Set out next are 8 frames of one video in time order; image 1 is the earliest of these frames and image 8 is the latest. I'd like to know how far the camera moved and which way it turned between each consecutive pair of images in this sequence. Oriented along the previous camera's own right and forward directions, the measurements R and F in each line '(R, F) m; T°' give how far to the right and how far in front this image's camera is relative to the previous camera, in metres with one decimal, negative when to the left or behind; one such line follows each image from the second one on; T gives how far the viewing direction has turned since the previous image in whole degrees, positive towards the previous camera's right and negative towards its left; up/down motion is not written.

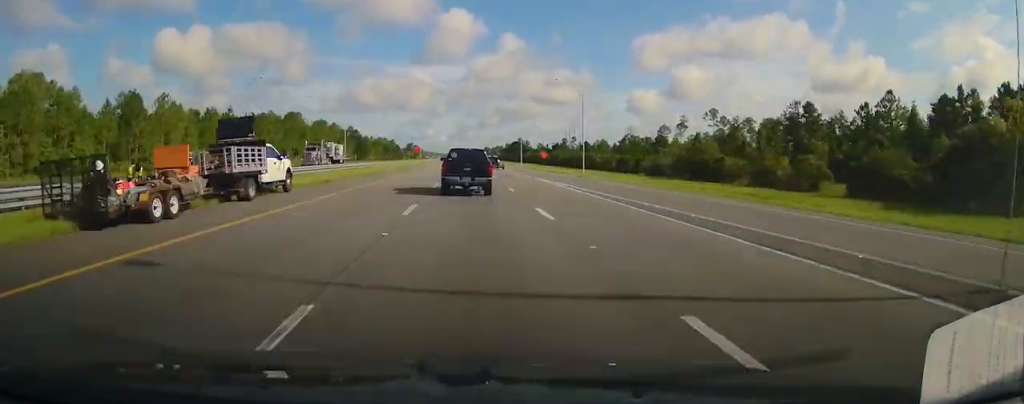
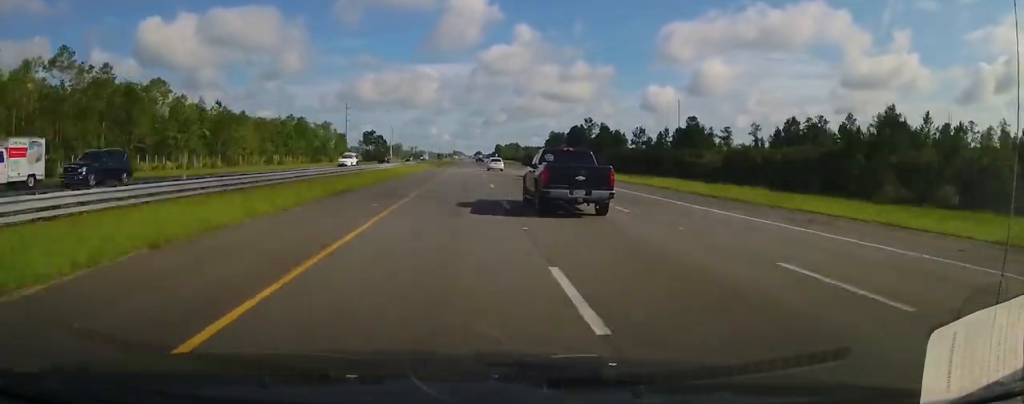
(+0.6, +190.8) m; 0°
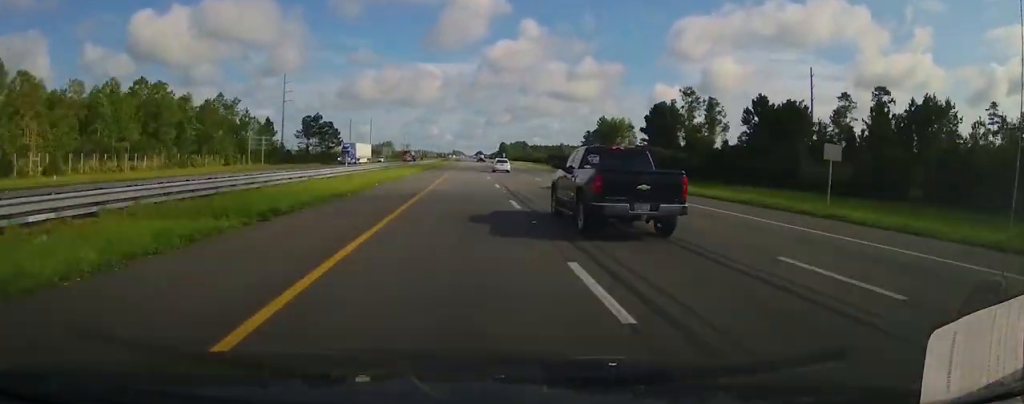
(+0.1, +87.0) m; 0°
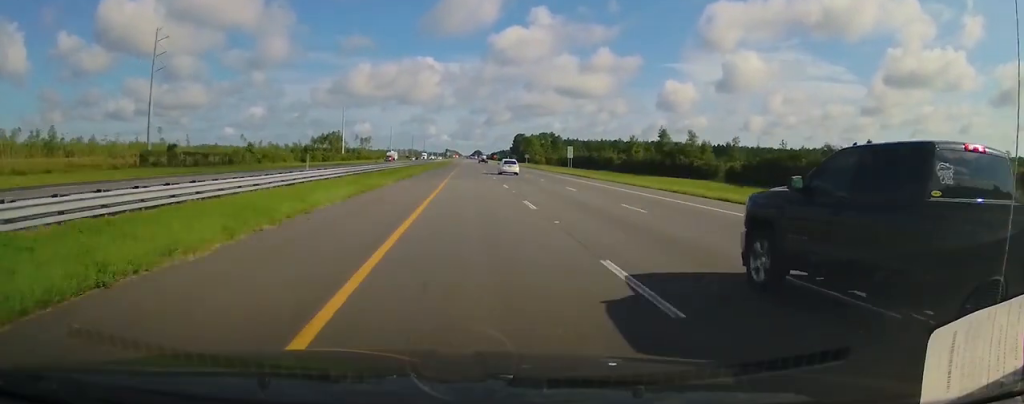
(+0.5, +243.8) m; 0°
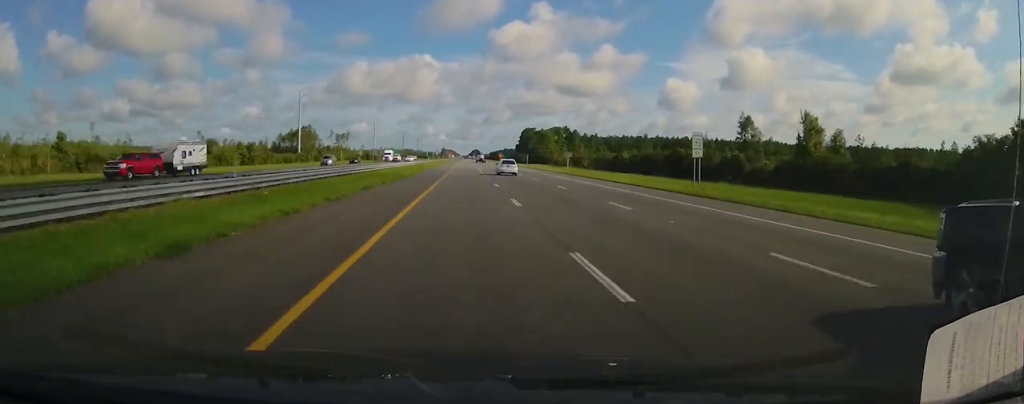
(0.0, +70.7) m; 0°
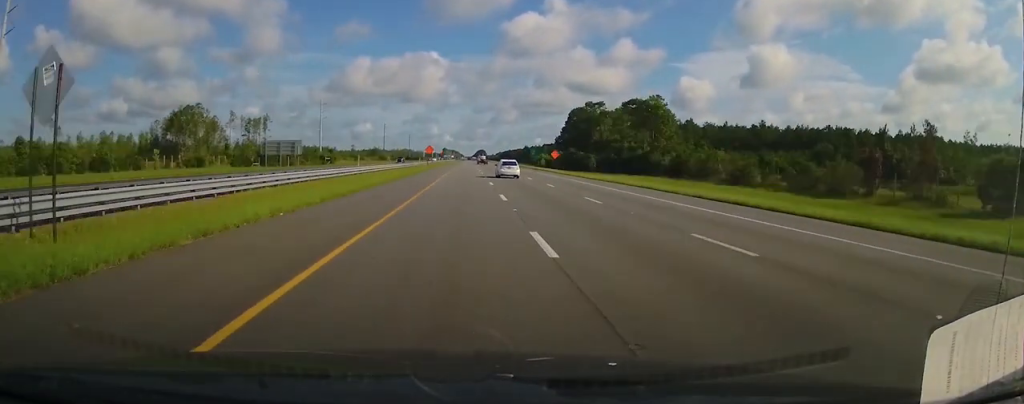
(-0.3, +152.8) m; 0°
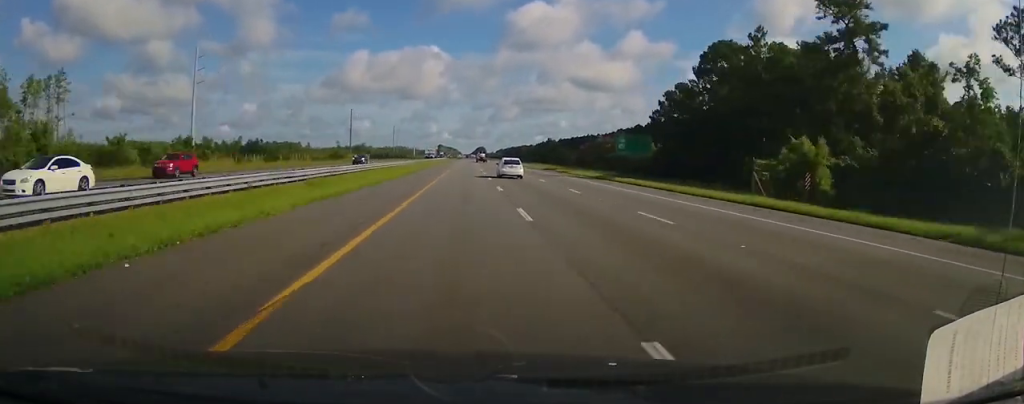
(-0.2, +115.2) m; 0°
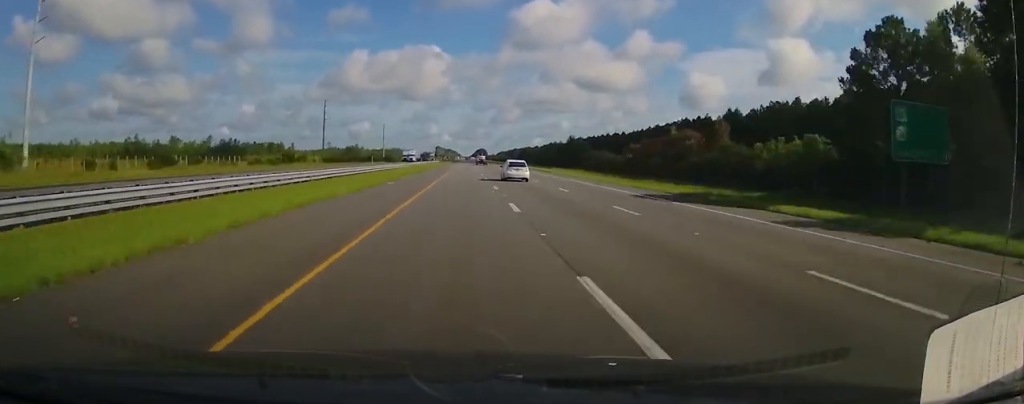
(+0.1, +57.8) m; 0°
